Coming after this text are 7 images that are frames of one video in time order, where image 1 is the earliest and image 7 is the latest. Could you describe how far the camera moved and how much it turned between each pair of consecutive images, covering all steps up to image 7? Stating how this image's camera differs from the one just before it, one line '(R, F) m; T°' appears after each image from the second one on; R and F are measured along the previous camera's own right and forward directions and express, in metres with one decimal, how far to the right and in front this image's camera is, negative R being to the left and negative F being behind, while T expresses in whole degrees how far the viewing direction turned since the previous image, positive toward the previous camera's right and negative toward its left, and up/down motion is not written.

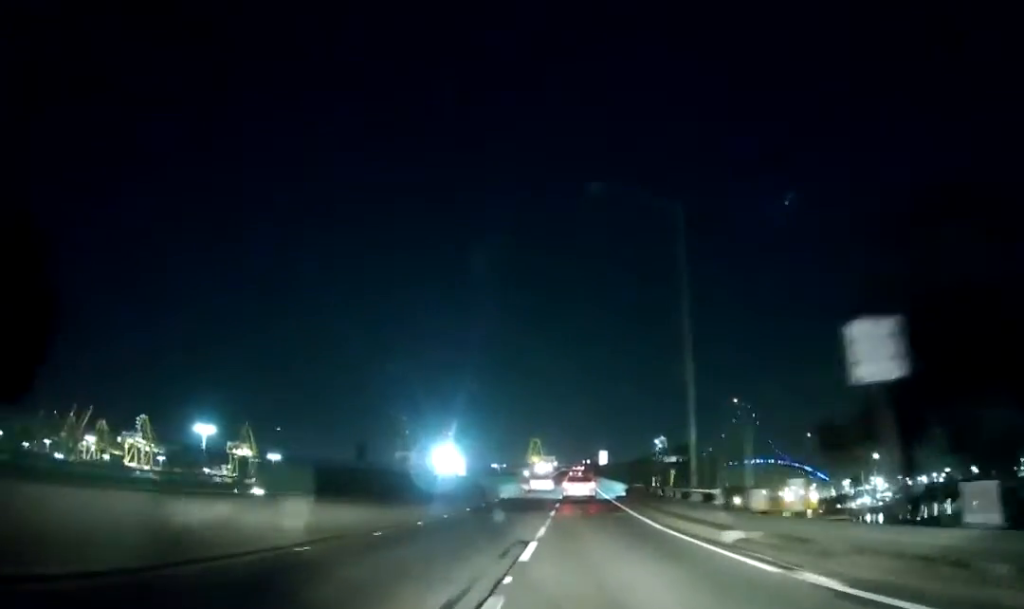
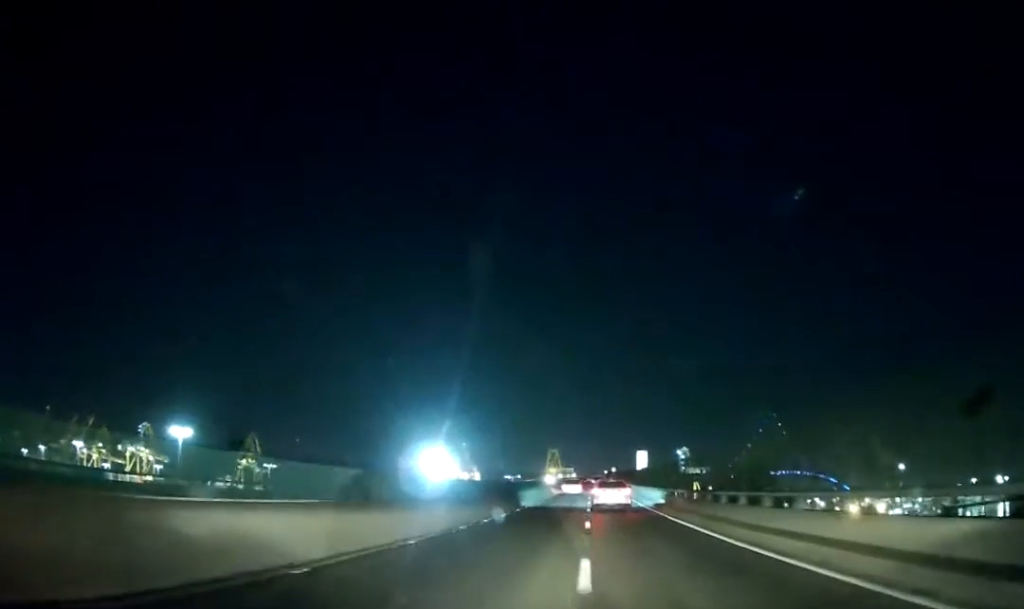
(-0.2, +28.5) m; -1°
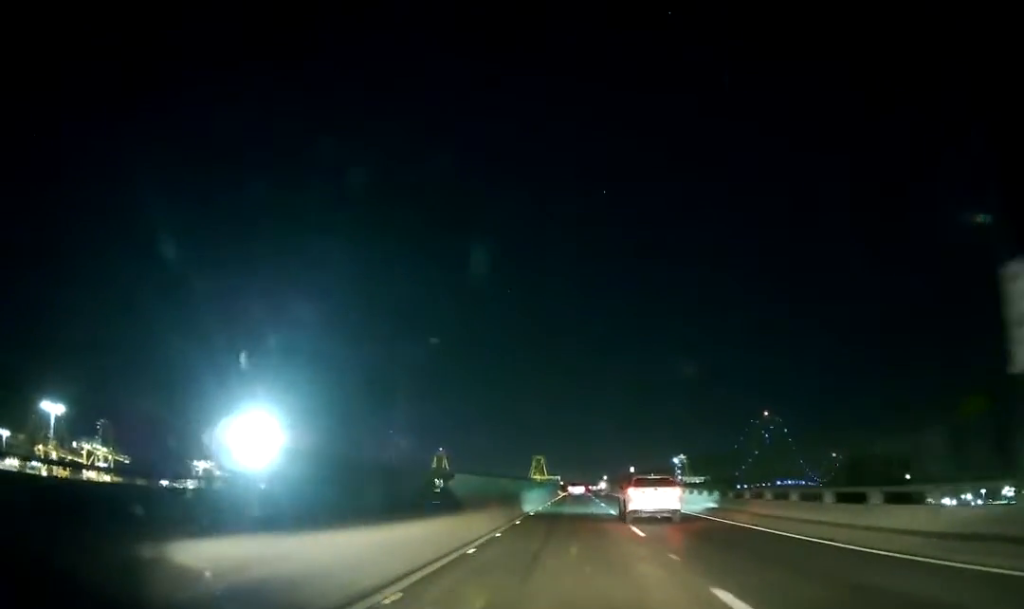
(+0.1, +60.5) m; +1°
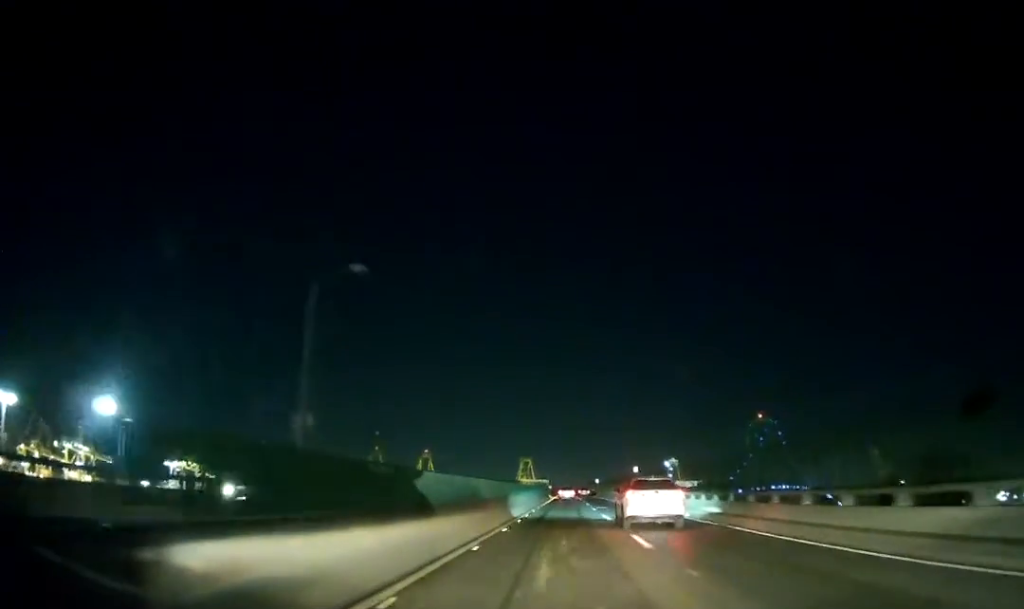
(0.0, +17.2) m; +1°
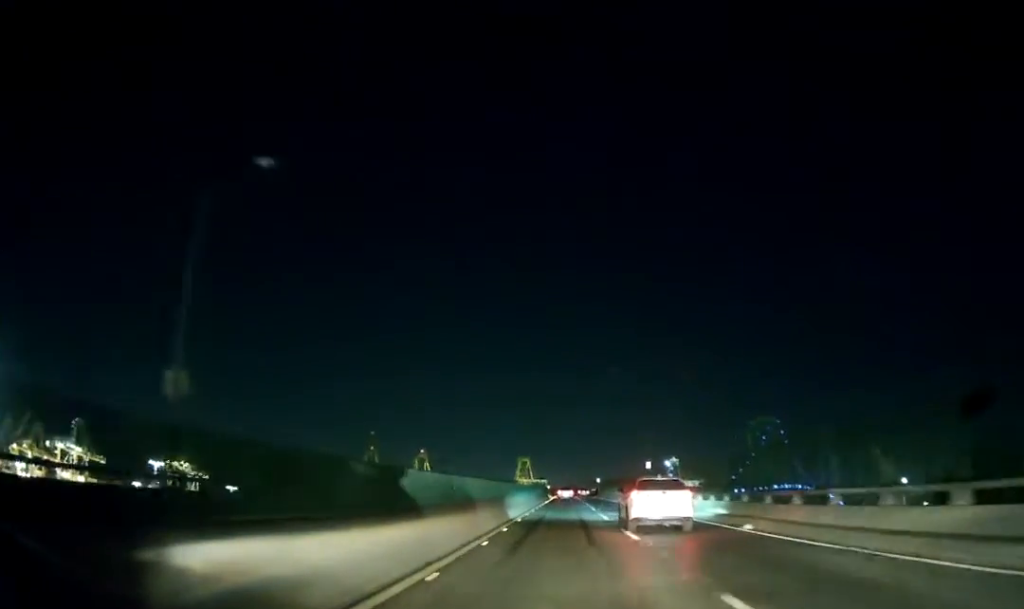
(+0.2, +11.2) m; 0°
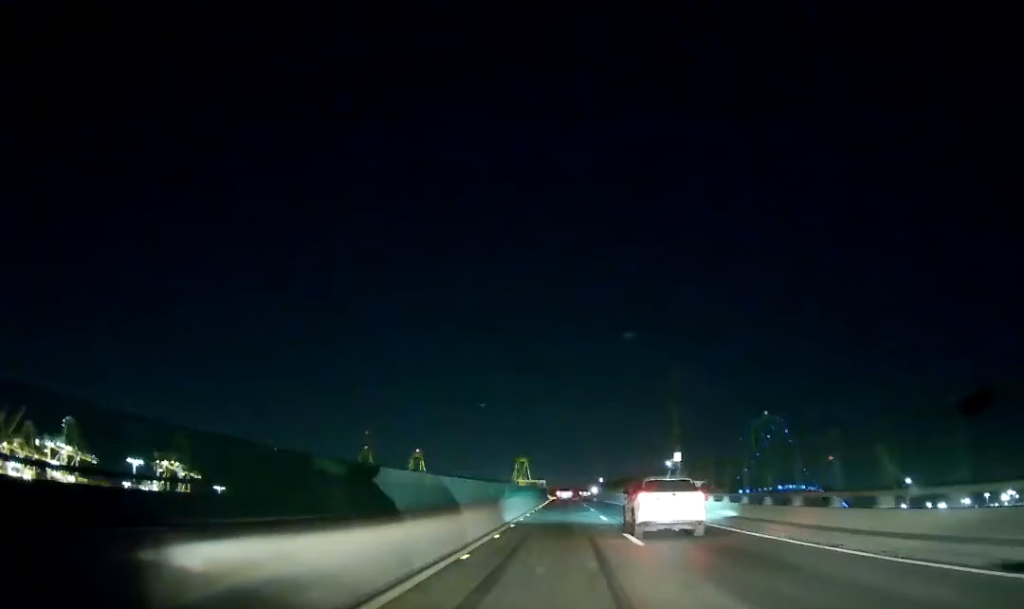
(0.0, +15.6) m; 0°
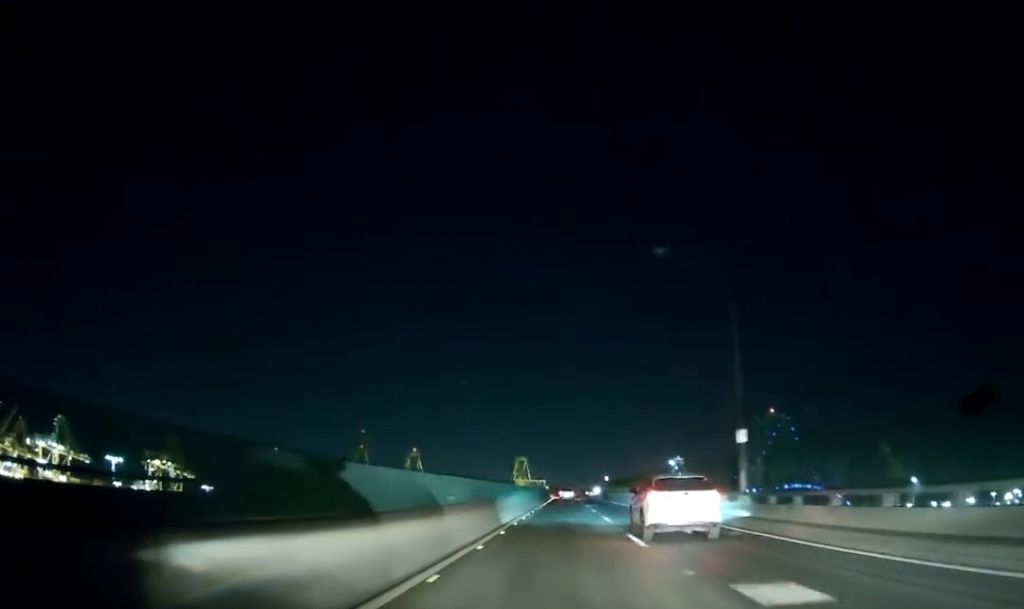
(-0.1, +14.7) m; 0°
